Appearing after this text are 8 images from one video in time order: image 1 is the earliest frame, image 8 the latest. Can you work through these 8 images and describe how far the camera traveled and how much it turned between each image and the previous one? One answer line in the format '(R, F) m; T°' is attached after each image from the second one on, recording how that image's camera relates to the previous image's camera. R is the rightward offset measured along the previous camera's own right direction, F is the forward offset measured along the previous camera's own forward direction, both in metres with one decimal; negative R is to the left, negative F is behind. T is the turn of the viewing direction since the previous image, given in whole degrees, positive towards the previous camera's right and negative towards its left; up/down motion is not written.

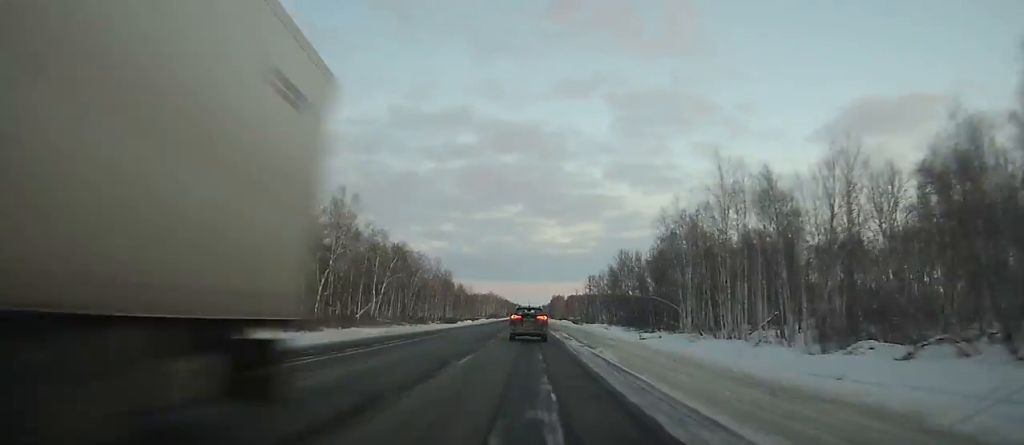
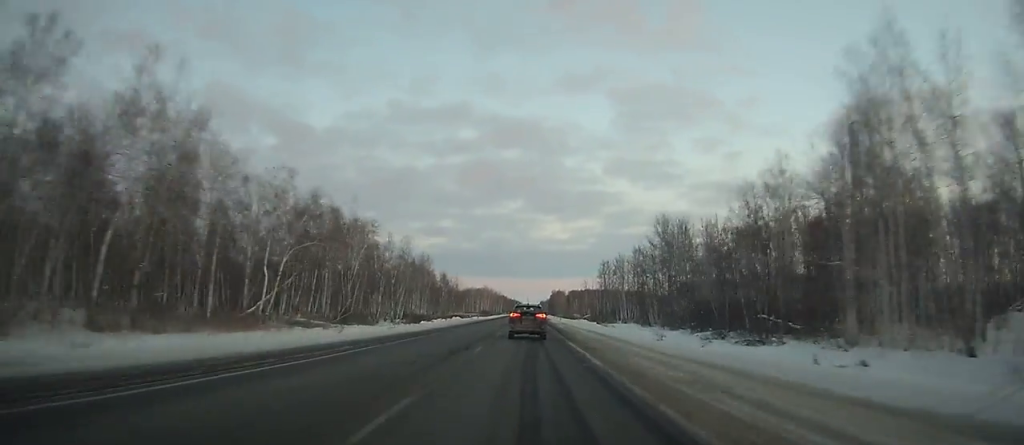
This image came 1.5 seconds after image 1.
(+0.1, +43.9) m; 0°
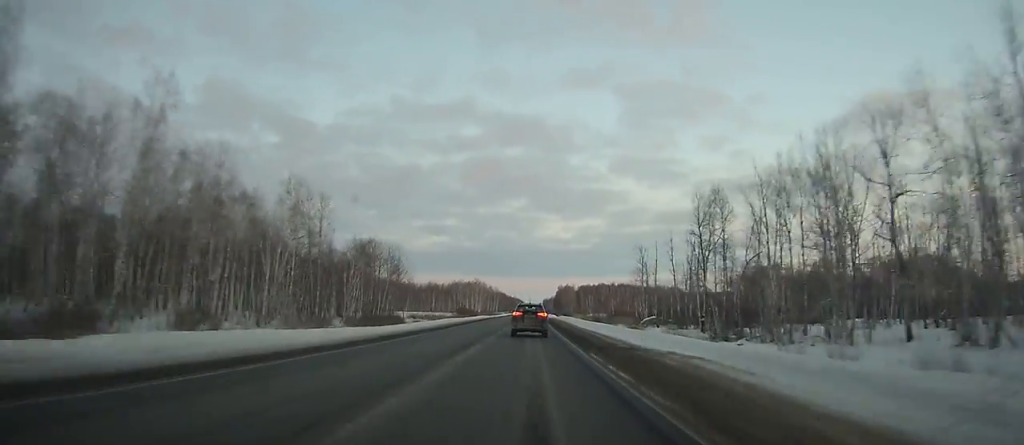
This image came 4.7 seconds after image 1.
(+0.1, +94.8) m; 0°
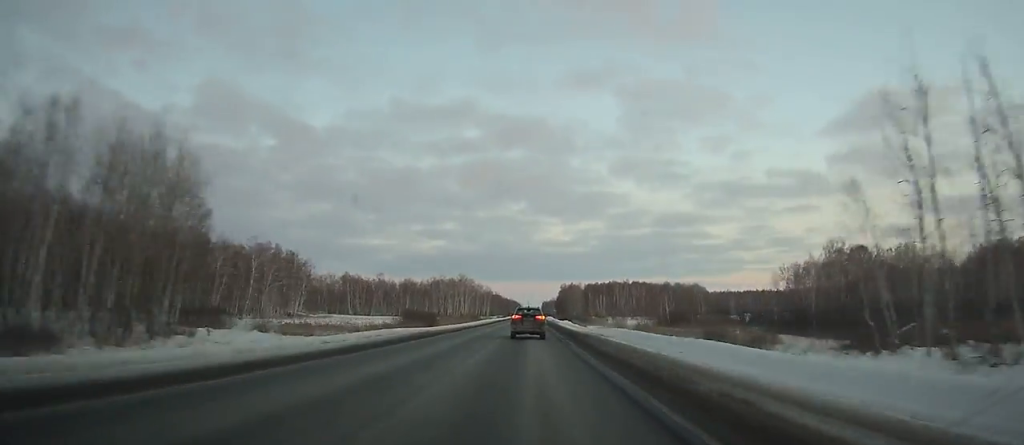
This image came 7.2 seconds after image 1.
(-0.2, +74.9) m; 0°
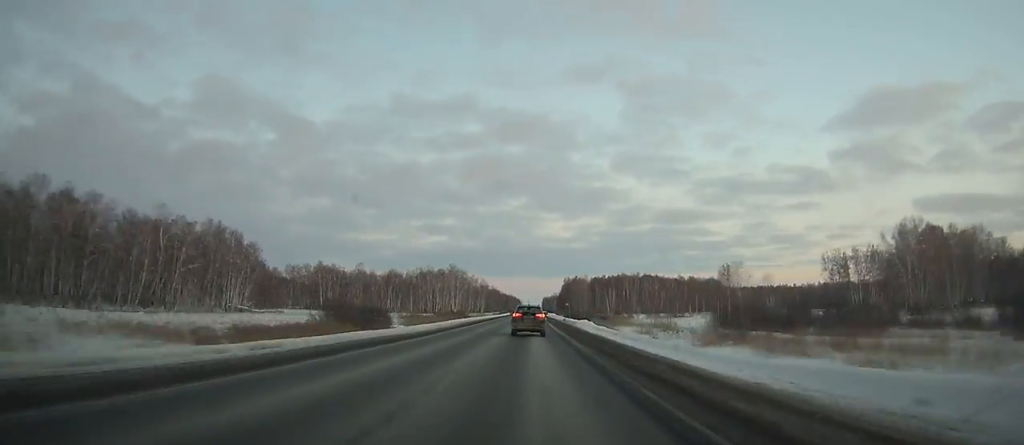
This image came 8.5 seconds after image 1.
(-0.1, +39.1) m; 0°
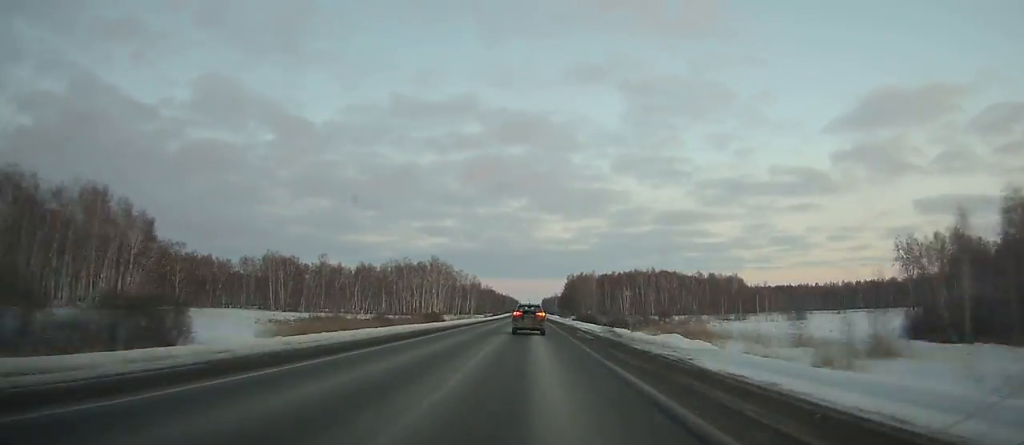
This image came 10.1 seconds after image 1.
(0.0, +48.4) m; 0°
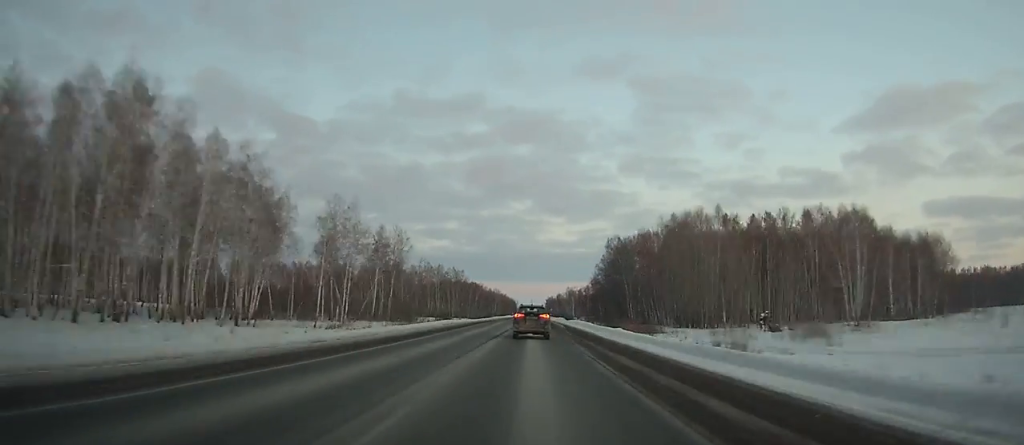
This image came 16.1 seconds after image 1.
(+1.0, +180.7) m; 0°
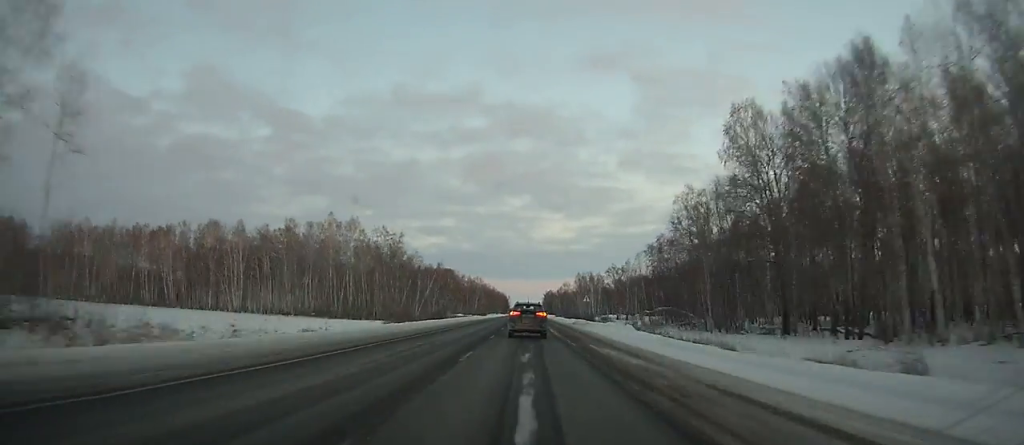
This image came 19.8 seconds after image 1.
(-0.3, +109.4) m; 0°
